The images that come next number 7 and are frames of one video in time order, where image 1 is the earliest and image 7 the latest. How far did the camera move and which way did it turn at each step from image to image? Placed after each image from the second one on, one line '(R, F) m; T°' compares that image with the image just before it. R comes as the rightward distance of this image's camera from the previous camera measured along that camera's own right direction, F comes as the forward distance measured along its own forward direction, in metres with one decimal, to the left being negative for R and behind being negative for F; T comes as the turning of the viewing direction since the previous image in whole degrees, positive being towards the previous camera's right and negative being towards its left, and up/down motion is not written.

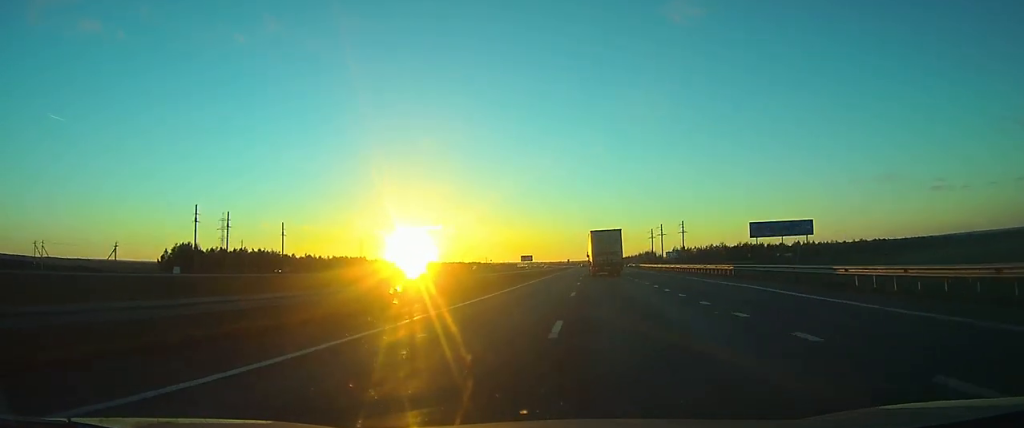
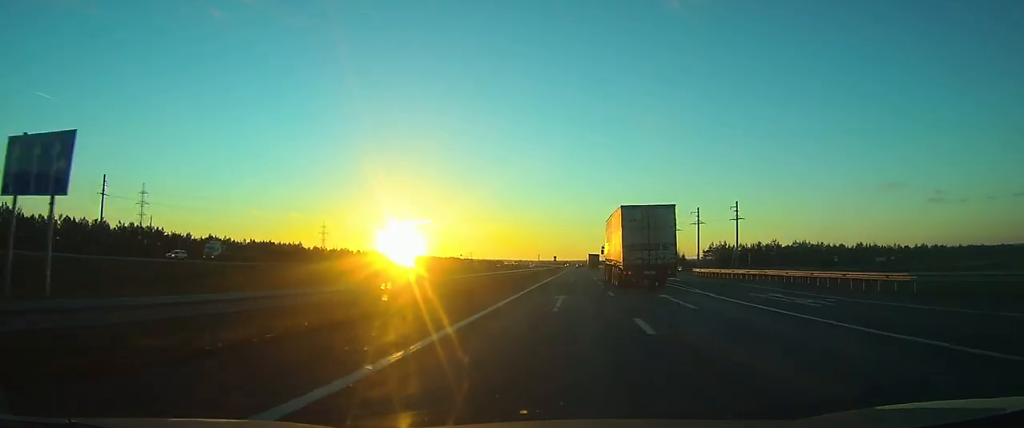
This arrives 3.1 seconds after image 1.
(-0.1, +81.8) m; 0°
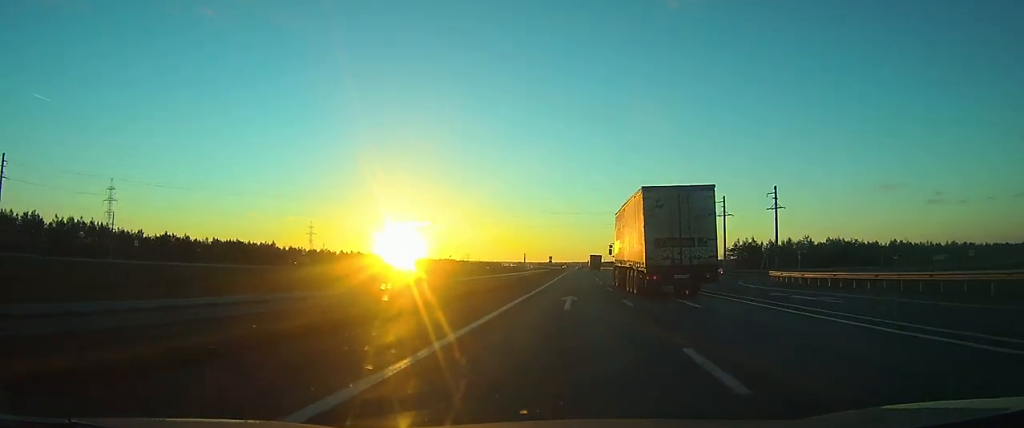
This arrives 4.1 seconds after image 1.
(0.0, +29.9) m; 0°
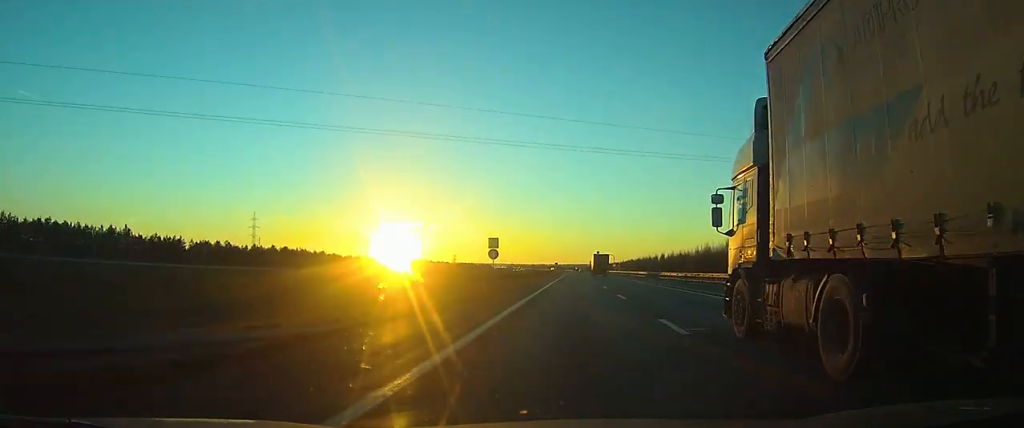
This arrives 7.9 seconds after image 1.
(+0.7, +103.8) m; +1°
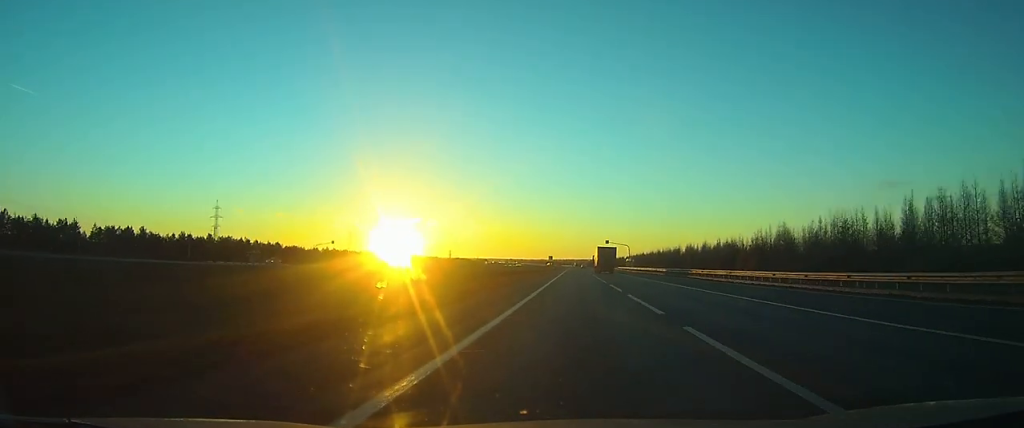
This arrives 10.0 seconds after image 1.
(0.0, +52.9) m; 0°
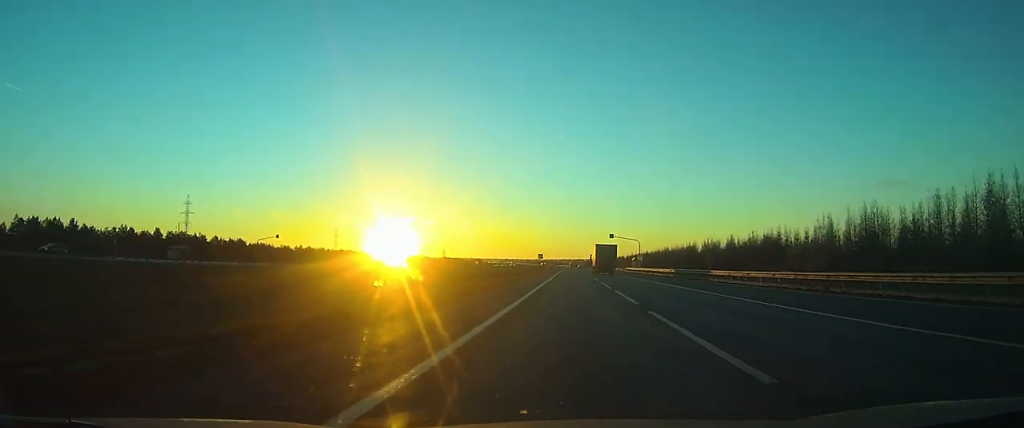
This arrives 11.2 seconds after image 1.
(0.0, +30.3) m; 0°
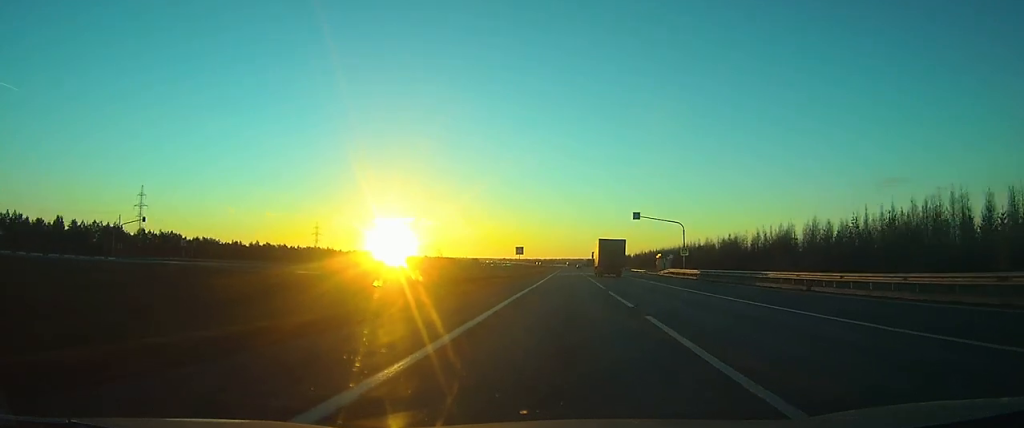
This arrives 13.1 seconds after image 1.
(0.0, +49.2) m; 0°
